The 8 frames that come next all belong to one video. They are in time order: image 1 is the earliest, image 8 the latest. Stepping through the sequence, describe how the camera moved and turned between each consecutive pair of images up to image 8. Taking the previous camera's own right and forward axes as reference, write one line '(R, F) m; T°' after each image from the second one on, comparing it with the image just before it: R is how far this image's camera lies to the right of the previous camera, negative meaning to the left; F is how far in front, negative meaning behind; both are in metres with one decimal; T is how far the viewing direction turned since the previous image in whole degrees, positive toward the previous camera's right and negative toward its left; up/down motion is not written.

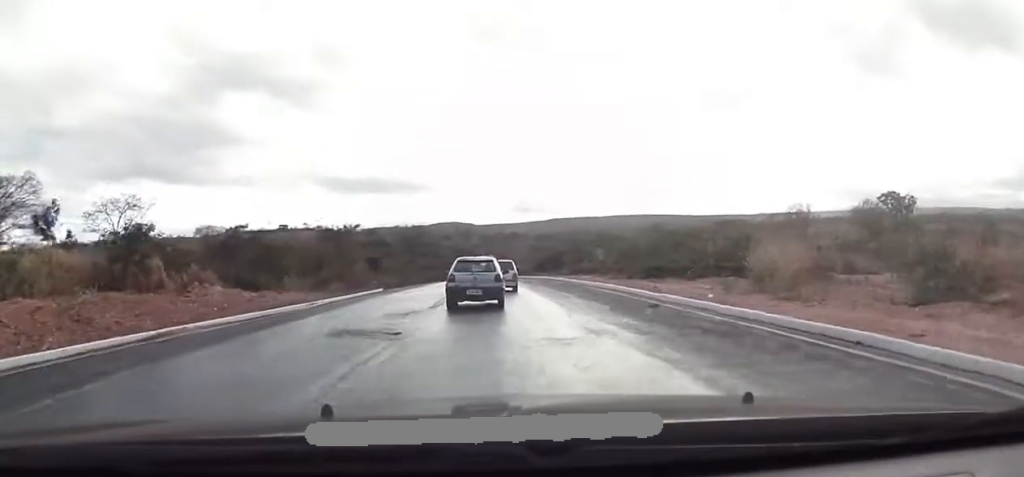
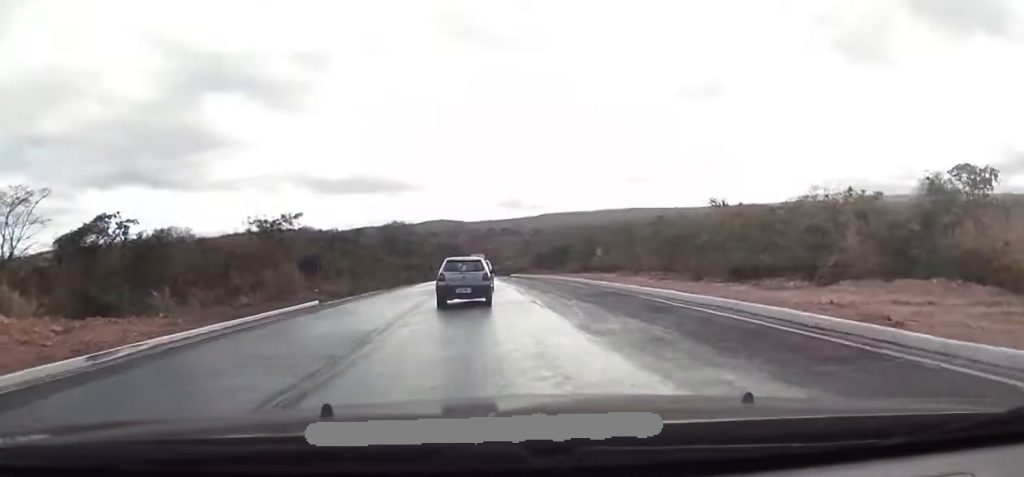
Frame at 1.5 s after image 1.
(+0.1, +17.6) m; 0°
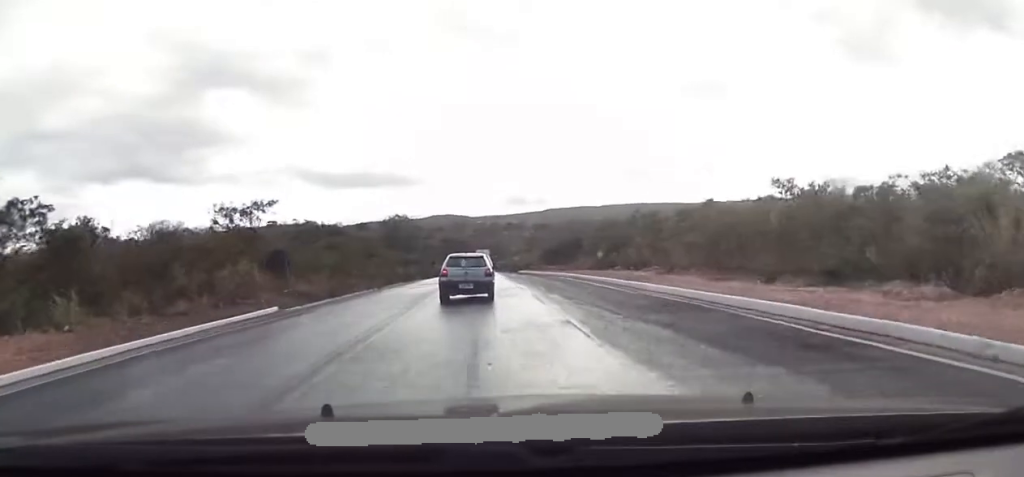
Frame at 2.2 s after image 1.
(-0.2, +7.7) m; +1°
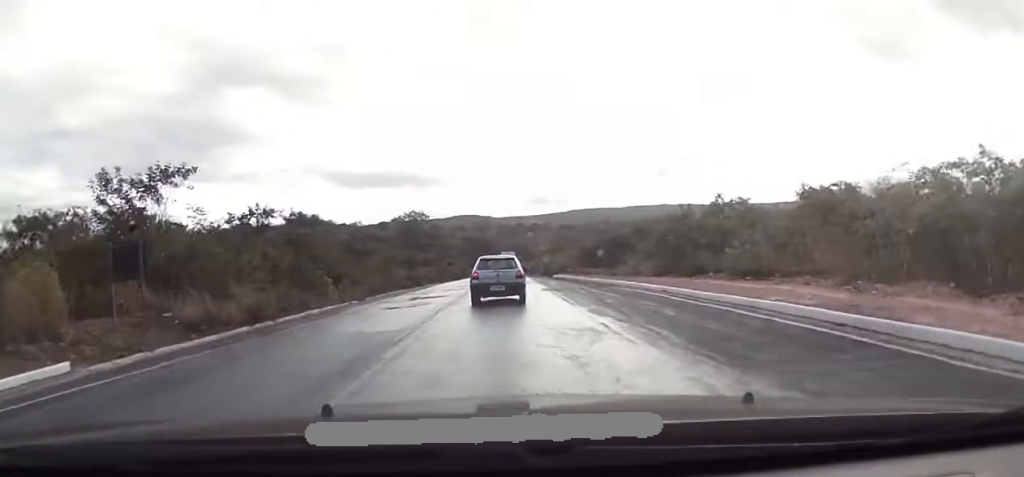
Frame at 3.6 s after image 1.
(+0.5, +16.7) m; 0°
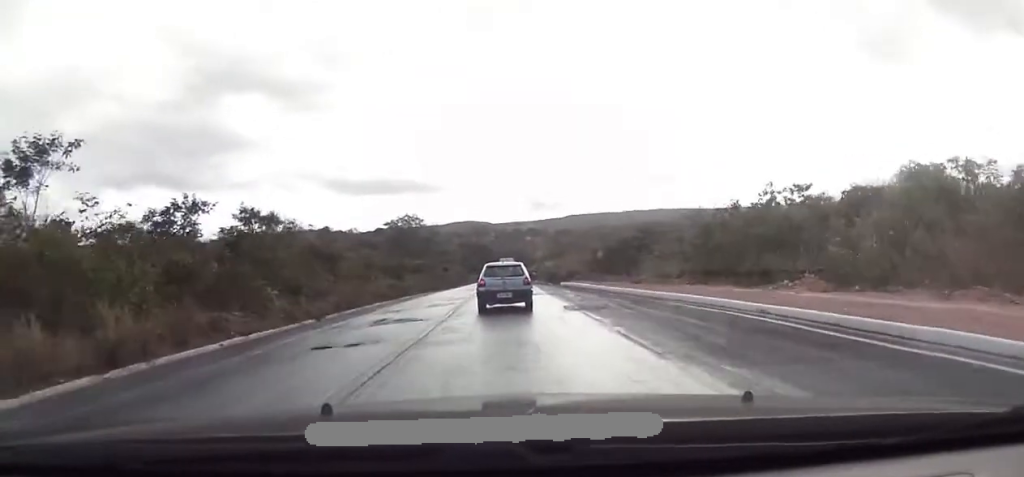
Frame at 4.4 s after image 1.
(-0.1, +9.3) m; -2°
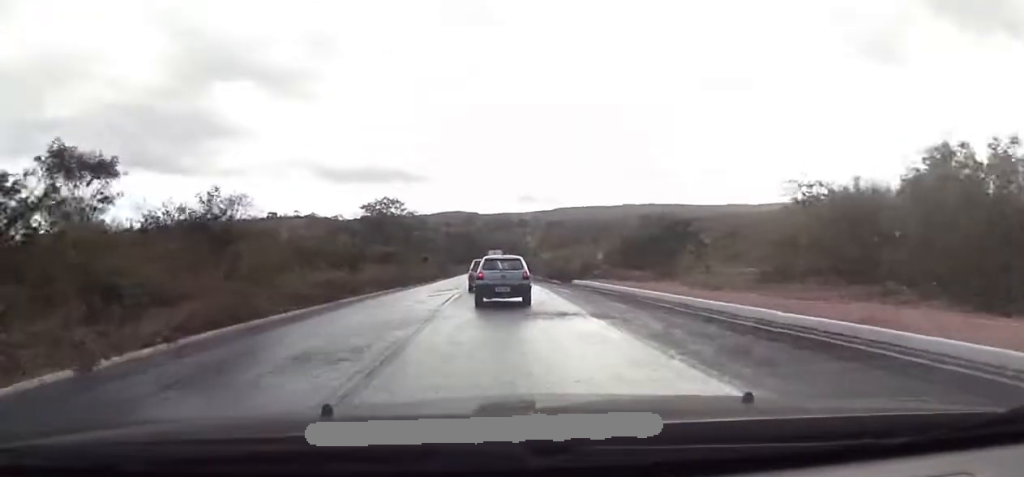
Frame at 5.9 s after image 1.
(-0.3, +17.5) m; 0°
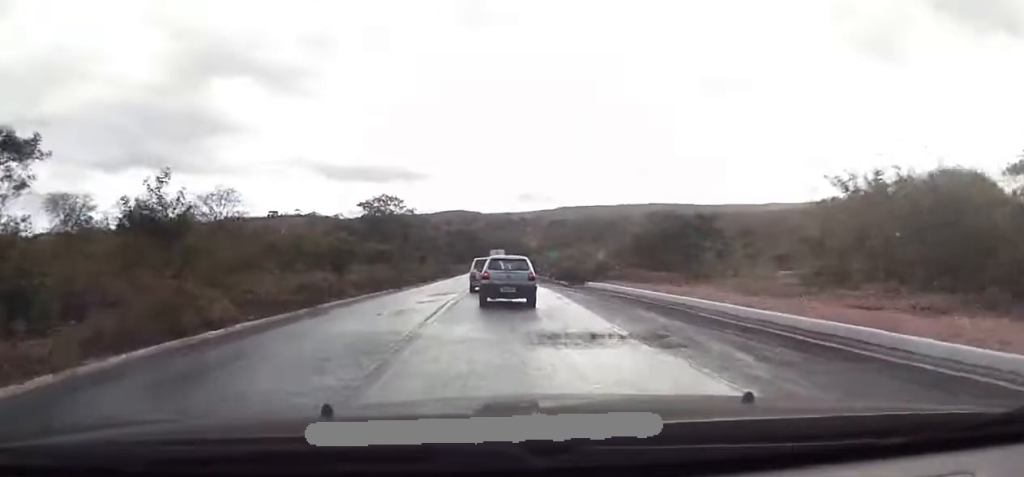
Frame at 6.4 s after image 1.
(0.0, +5.0) m; 0°
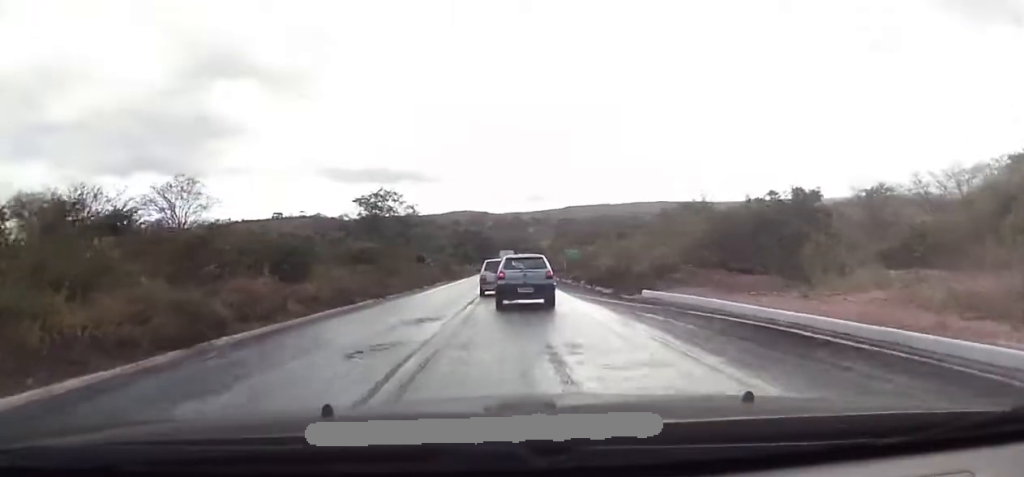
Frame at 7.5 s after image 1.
(0.0, +13.0) m; -1°
